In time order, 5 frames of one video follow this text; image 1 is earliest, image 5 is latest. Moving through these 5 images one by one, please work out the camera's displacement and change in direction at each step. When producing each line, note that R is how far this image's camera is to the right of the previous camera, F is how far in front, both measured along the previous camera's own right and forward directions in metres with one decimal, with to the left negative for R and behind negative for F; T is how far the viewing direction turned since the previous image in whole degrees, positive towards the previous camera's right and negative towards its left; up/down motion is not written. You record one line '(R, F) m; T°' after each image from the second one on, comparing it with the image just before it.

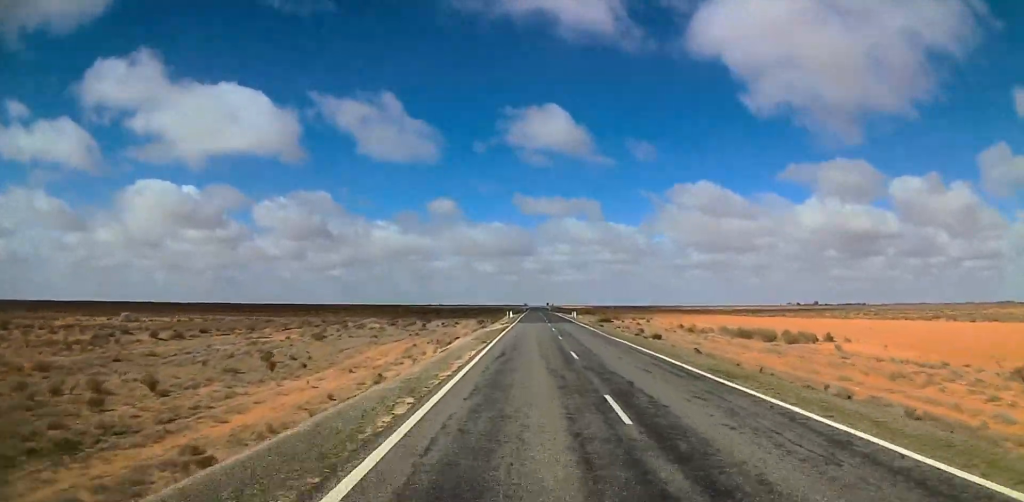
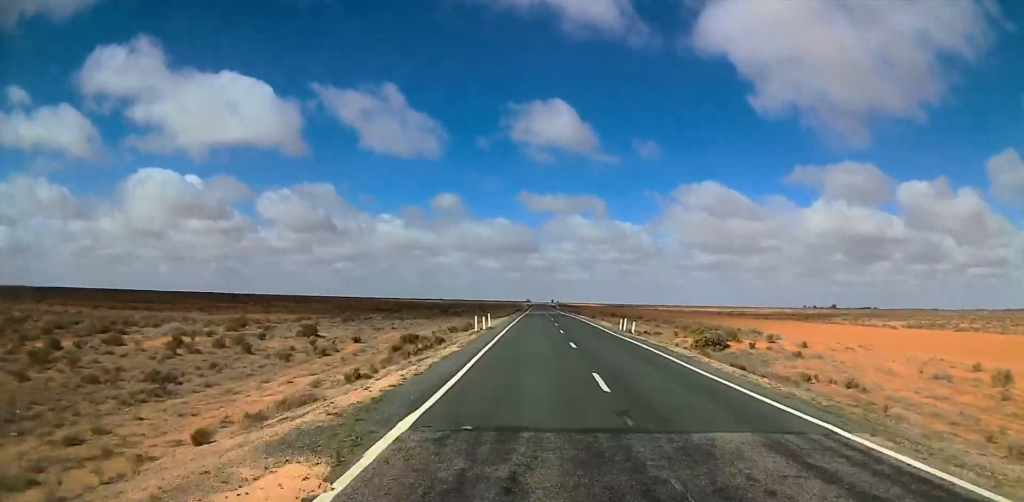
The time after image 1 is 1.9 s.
(-0.5, +55.3) m; -1°
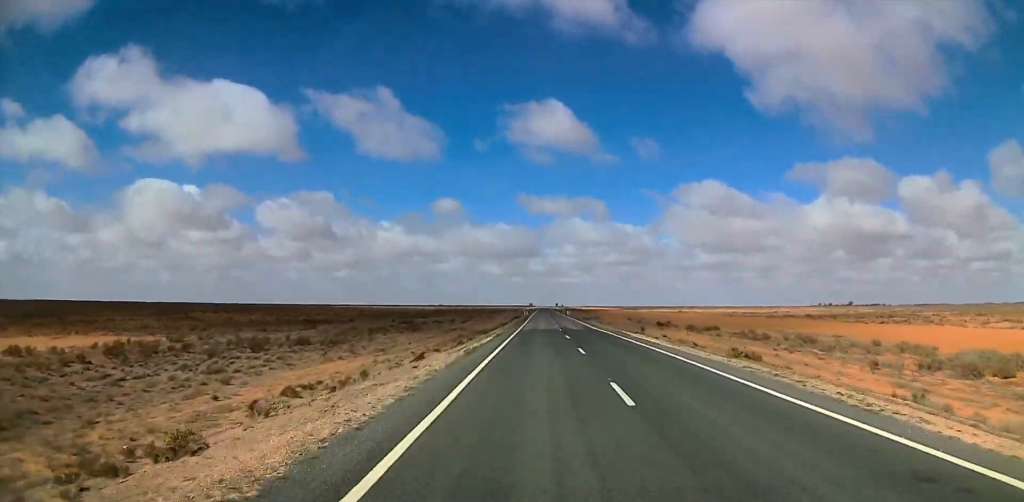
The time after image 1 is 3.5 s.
(-0.1, +49.3) m; +1°
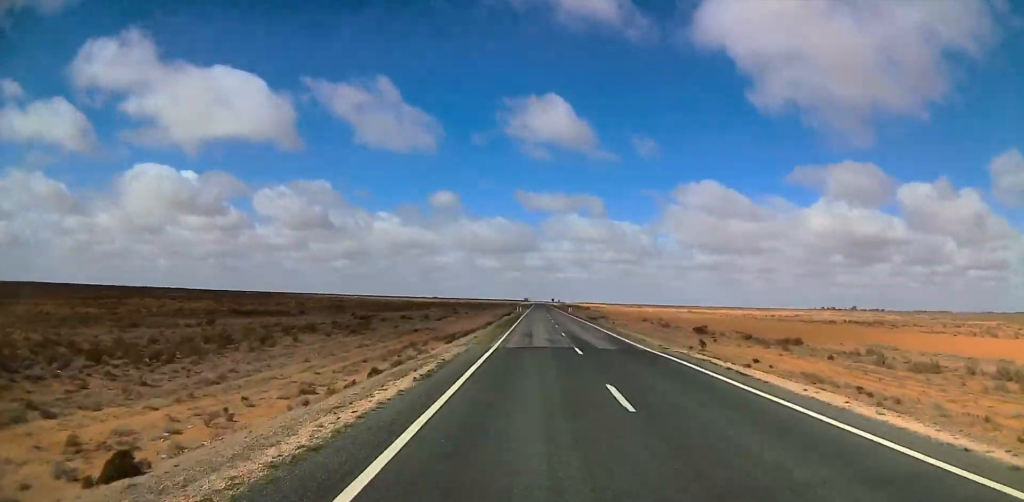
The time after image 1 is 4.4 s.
(+0.3, +24.6) m; +1°
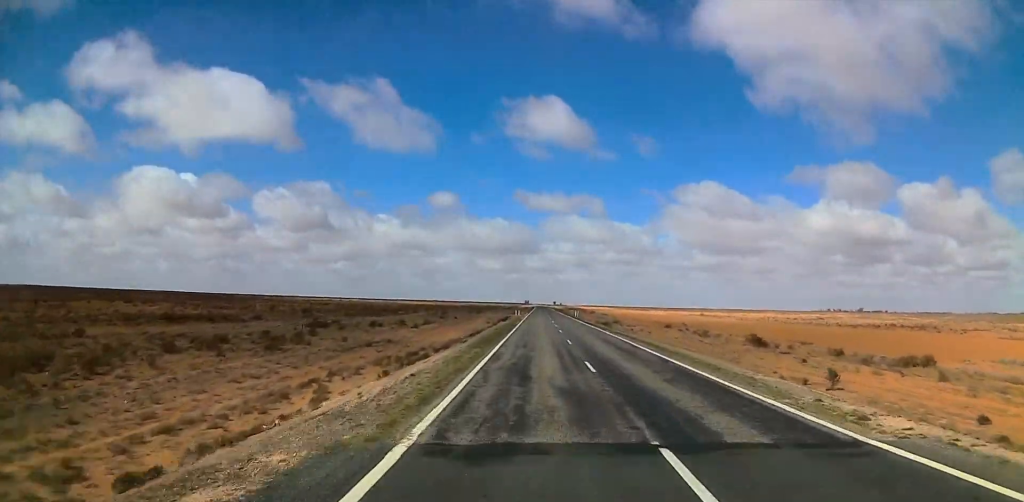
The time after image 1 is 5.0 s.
(+0.7, +17.7) m; 0°
